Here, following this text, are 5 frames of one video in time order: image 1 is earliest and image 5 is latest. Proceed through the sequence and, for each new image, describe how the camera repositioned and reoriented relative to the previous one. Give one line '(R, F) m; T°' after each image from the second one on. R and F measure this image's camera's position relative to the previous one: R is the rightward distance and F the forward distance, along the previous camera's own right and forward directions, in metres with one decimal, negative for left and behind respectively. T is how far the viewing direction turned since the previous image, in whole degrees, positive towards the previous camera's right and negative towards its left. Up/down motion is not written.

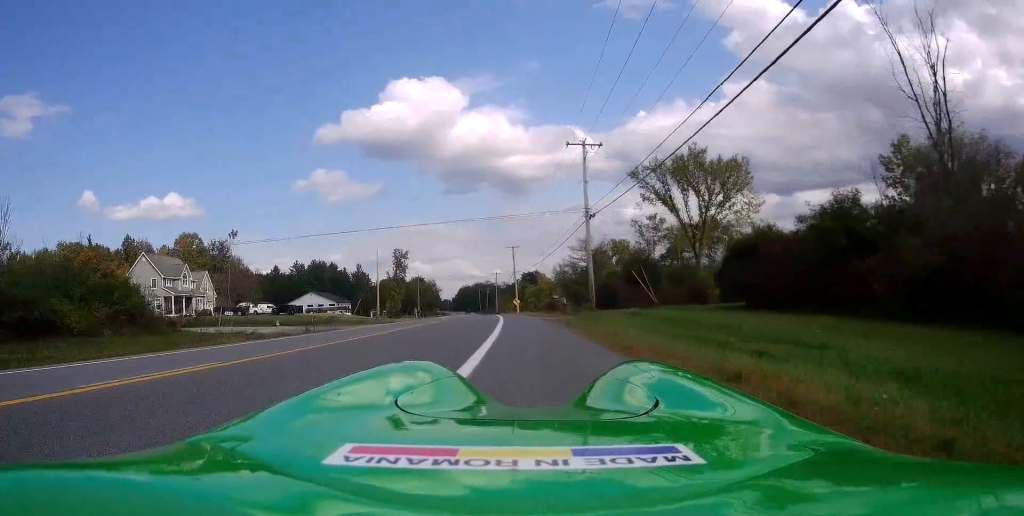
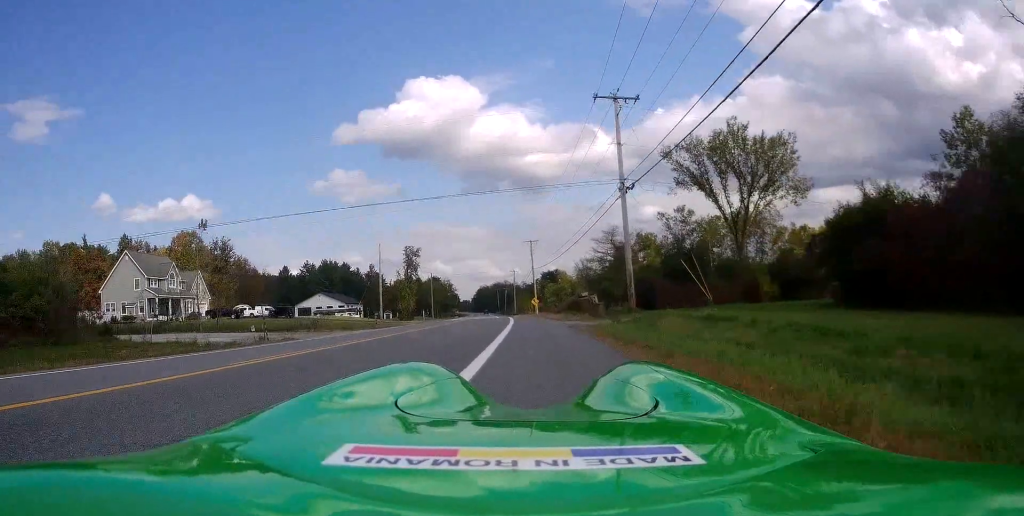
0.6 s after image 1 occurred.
(-0.1, +8.6) m; -1°
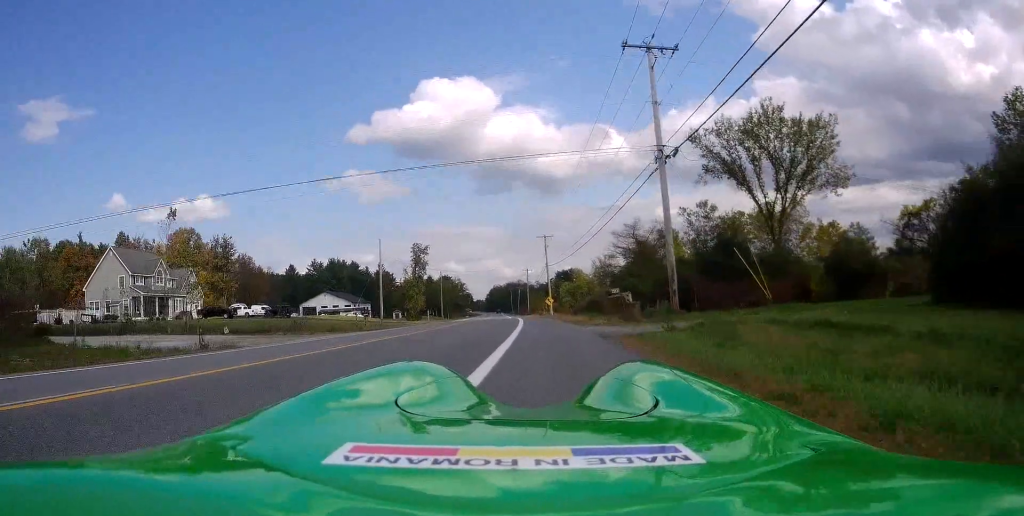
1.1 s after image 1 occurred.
(-0.1, +6.3) m; 0°
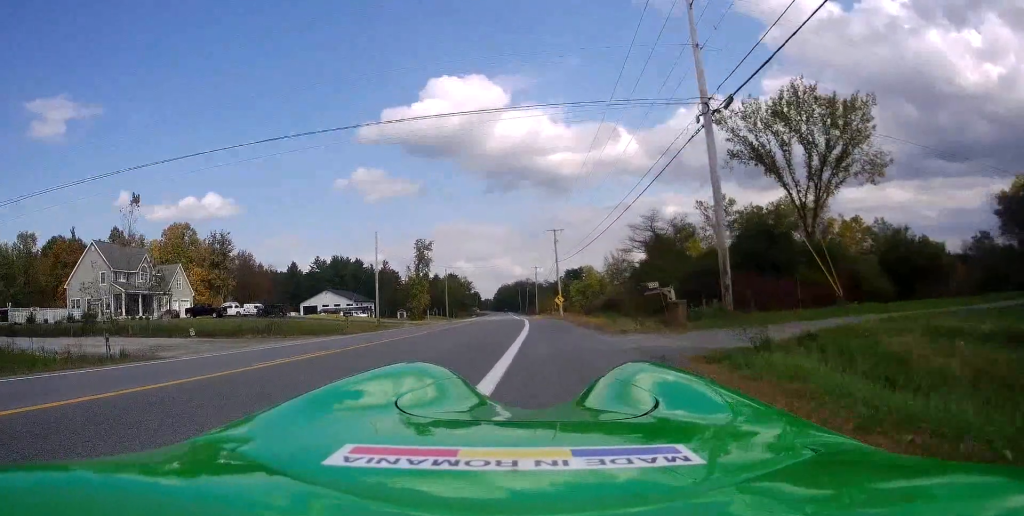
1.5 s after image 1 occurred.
(0.0, +5.7) m; -1°
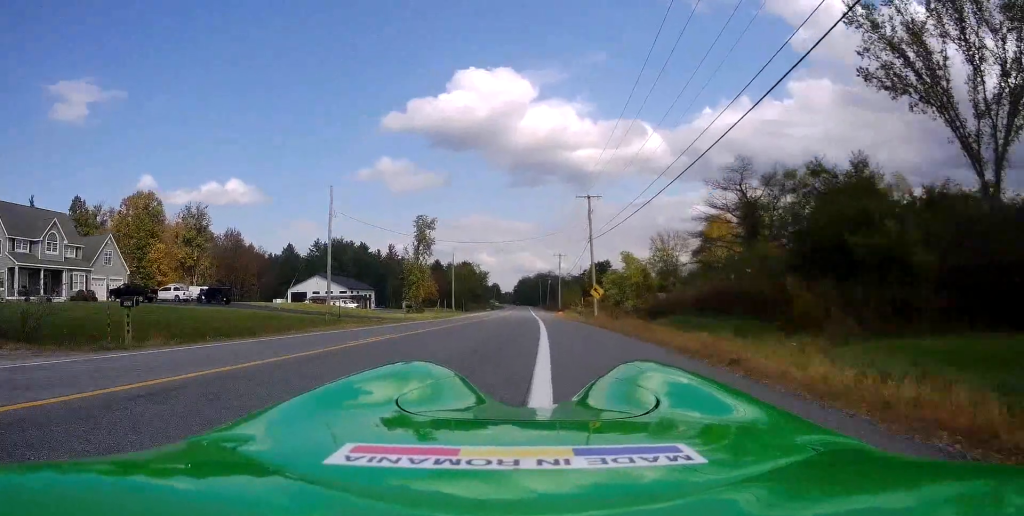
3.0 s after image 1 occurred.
(-1.1, +21.1) m; -4°
